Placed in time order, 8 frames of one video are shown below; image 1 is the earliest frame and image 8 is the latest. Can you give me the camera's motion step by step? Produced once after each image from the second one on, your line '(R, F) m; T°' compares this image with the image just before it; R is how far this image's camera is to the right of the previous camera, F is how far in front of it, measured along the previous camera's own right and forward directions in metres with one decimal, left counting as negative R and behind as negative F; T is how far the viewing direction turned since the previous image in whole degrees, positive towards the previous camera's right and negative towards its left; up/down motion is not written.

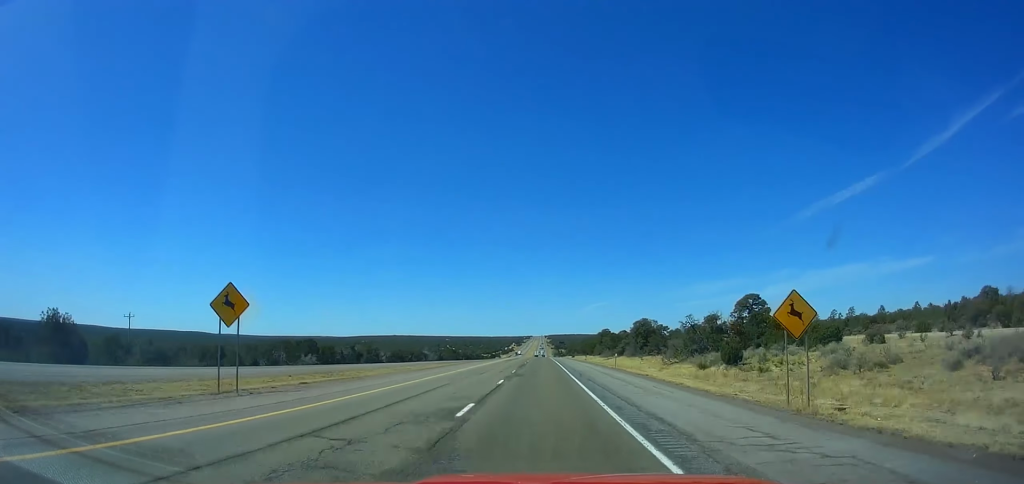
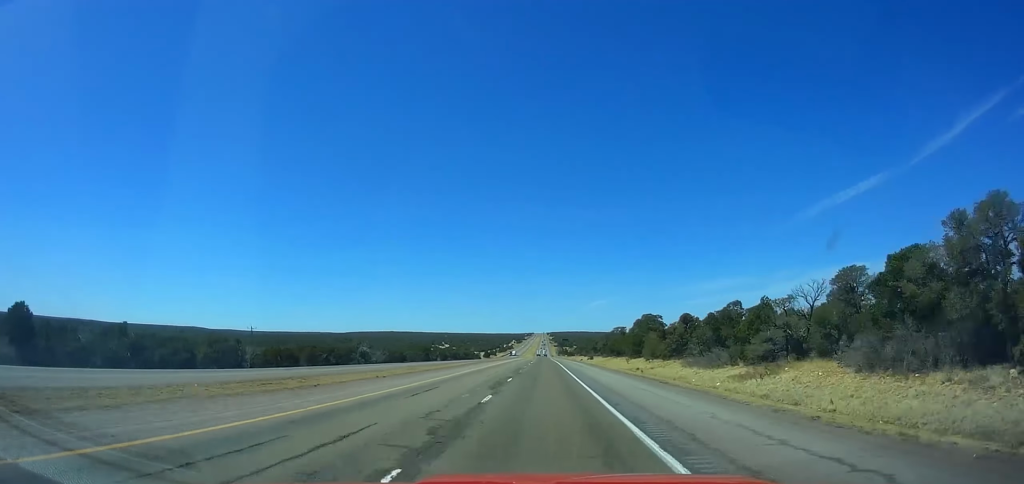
(-0.1, +82.1) m; 0°
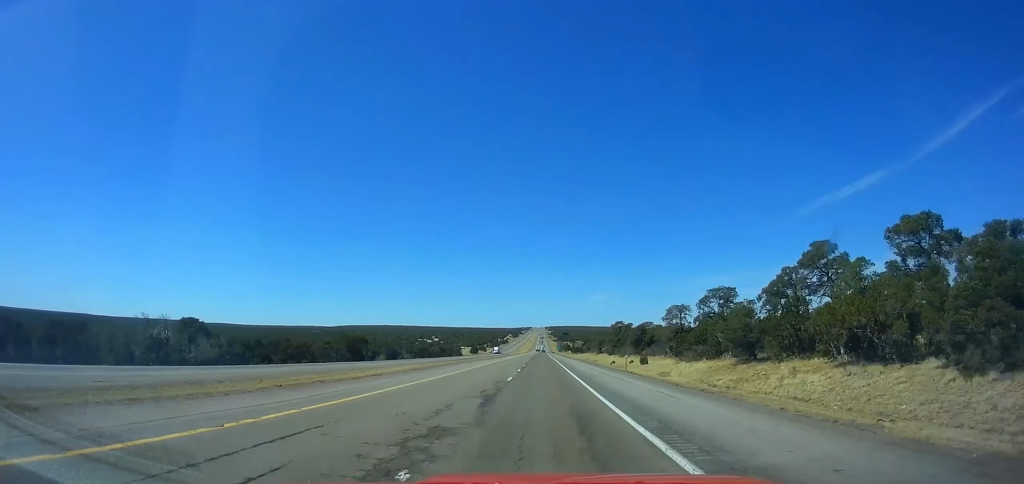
(0.0, +85.8) m; 0°
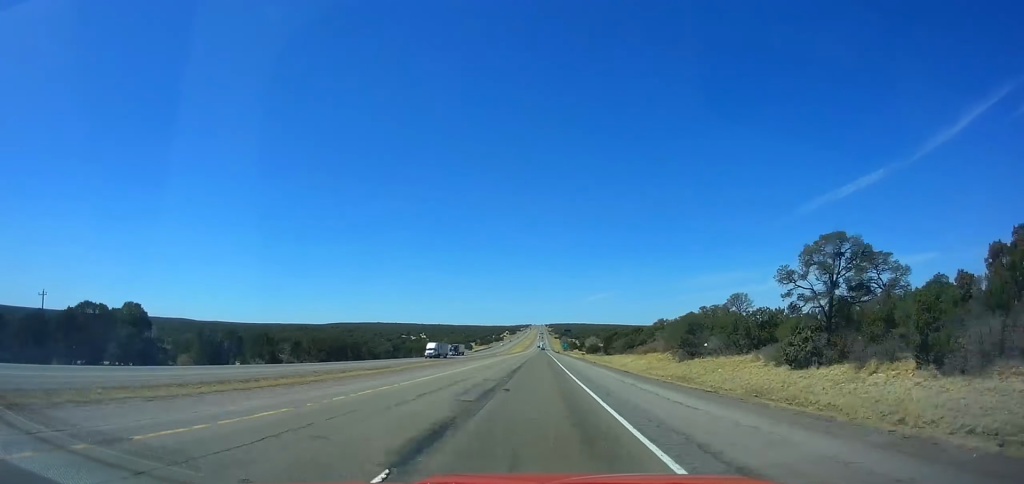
(-0.1, +96.5) m; 0°
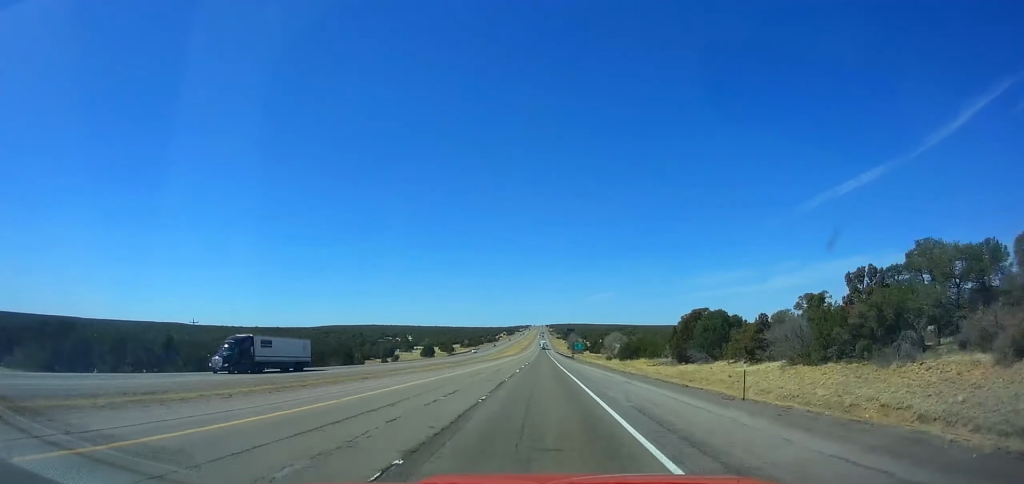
(0.0, +85.8) m; 0°
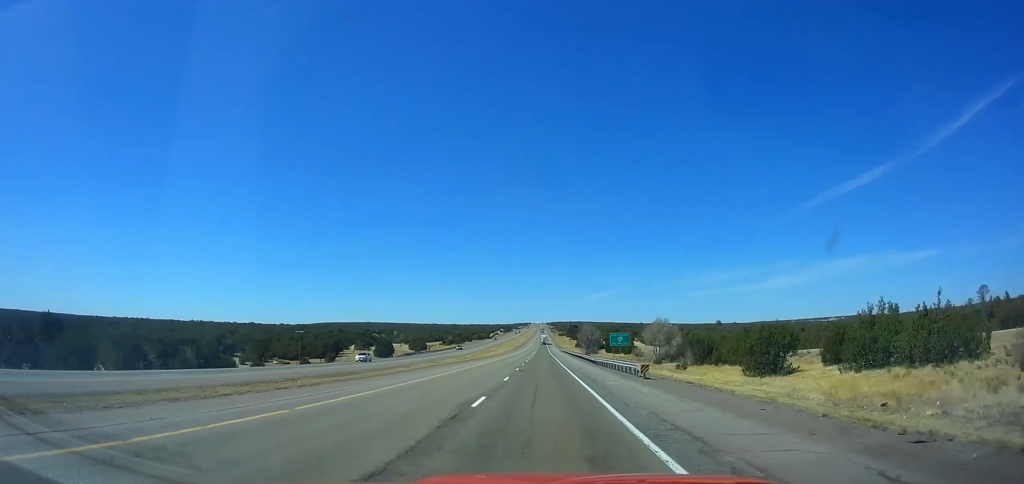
(+0.1, +75.0) m; 0°
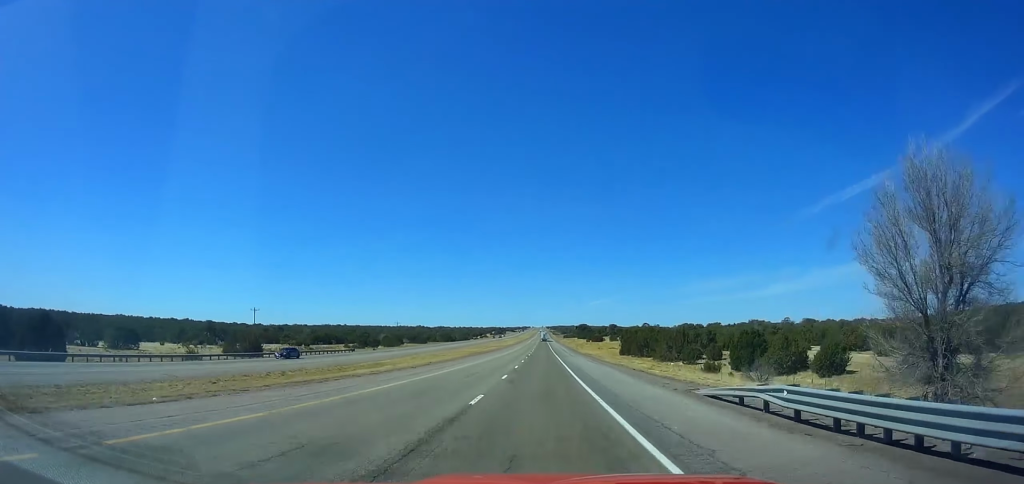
(0.0, +146.1) m; 0°
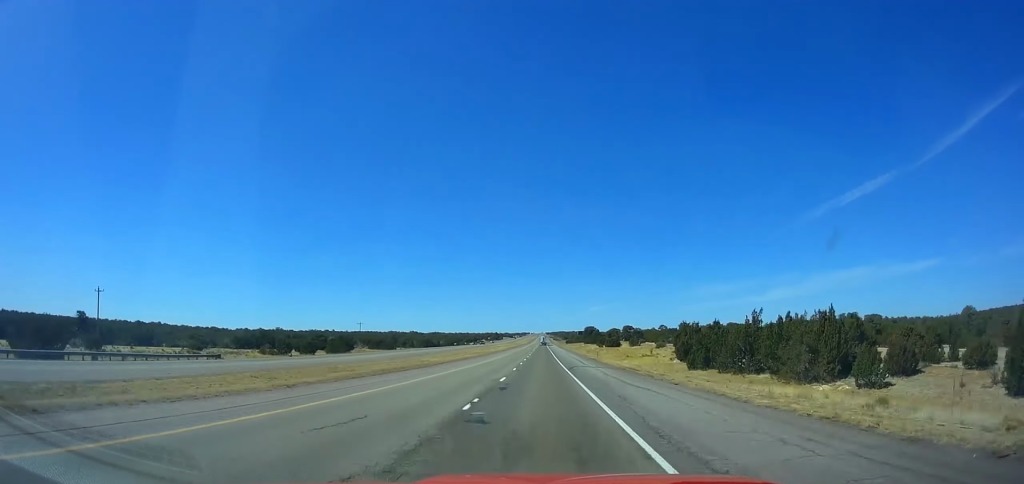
(-0.2, +49.7) m; 0°
